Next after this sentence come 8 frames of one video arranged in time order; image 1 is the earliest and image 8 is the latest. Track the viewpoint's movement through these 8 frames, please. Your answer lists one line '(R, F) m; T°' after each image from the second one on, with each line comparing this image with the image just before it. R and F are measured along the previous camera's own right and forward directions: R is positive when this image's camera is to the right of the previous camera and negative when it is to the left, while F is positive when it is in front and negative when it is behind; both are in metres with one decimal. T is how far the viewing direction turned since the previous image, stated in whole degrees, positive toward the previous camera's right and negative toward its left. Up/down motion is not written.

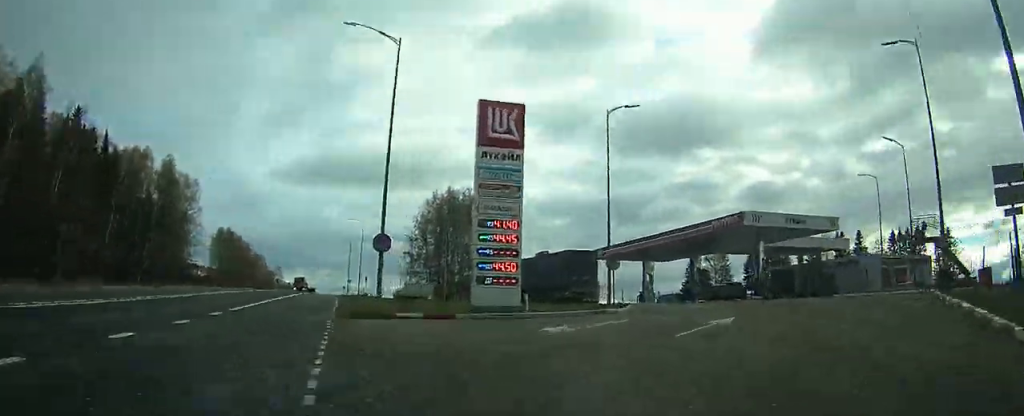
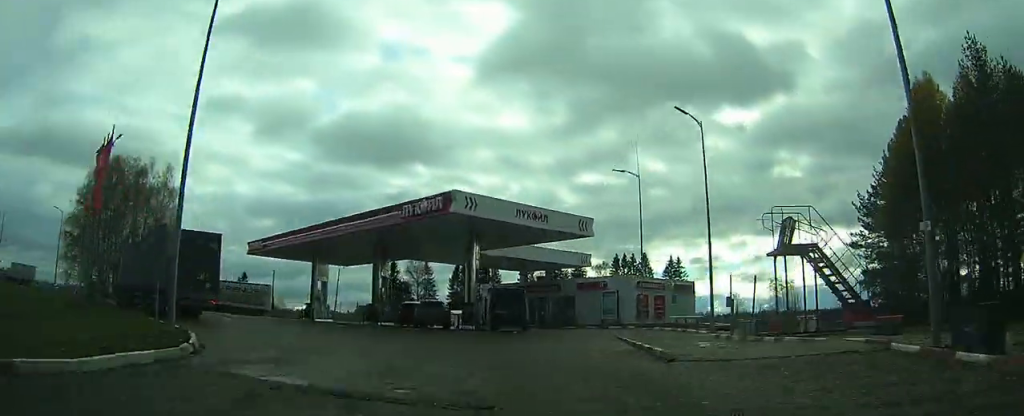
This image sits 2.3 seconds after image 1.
(+3.2, +18.9) m; +23°
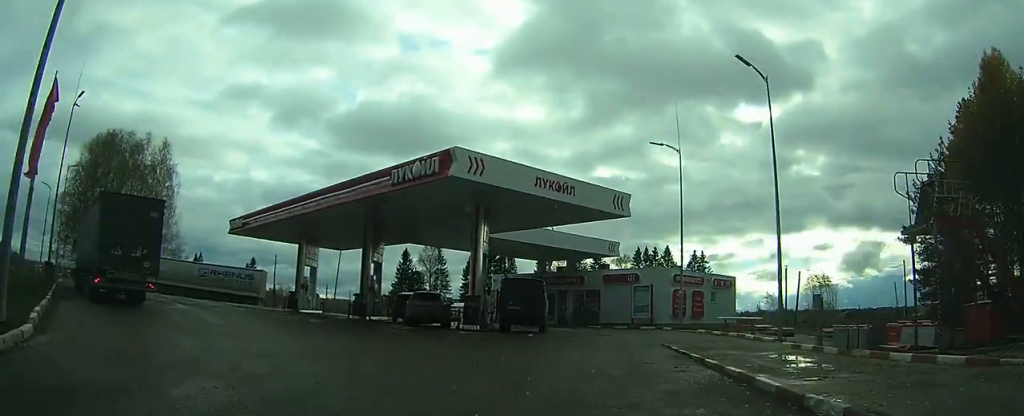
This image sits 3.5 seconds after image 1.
(+1.1, +6.9) m; +9°
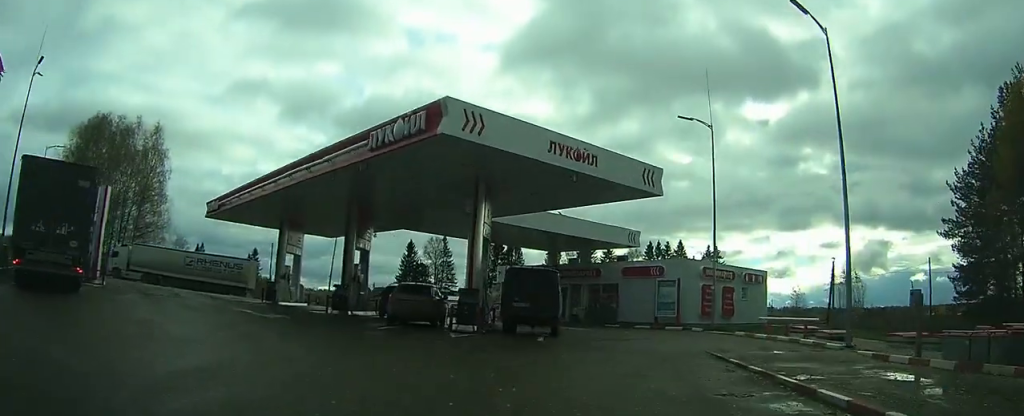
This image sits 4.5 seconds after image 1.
(+0.5, +5.8) m; +7°
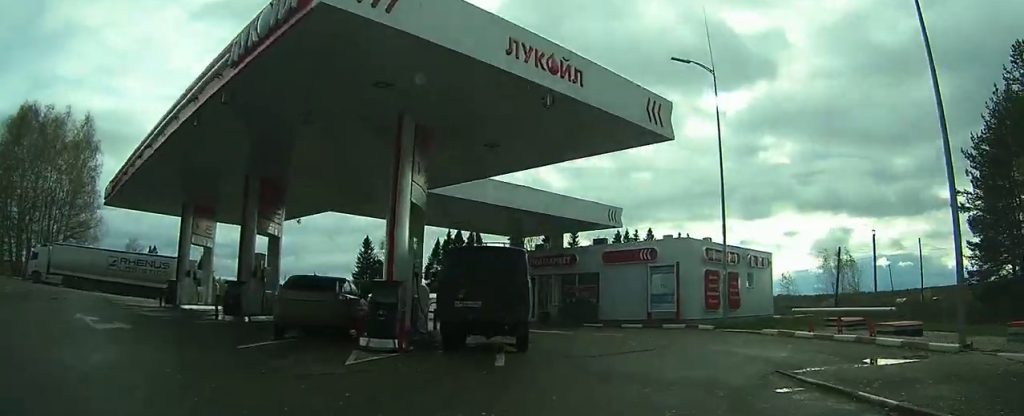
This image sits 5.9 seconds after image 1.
(+0.5, +6.6) m; +8°
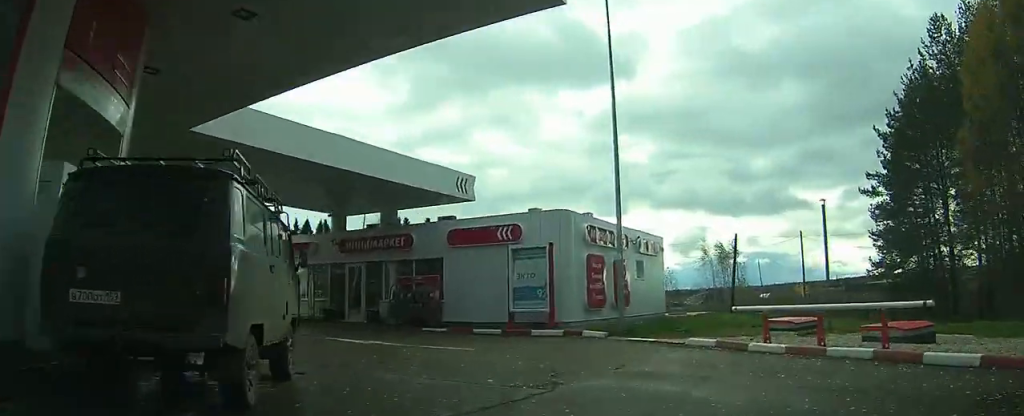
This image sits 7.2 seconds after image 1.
(+0.3, +5.6) m; +6°
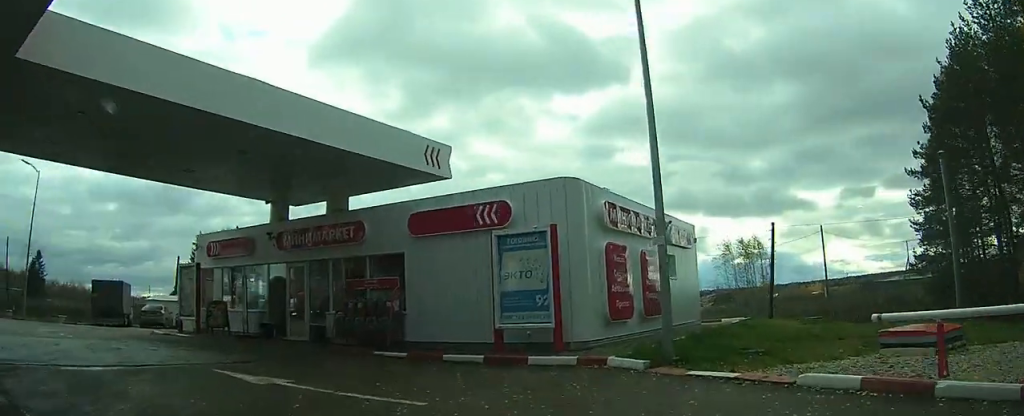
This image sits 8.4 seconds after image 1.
(+0.5, +4.5) m; +4°
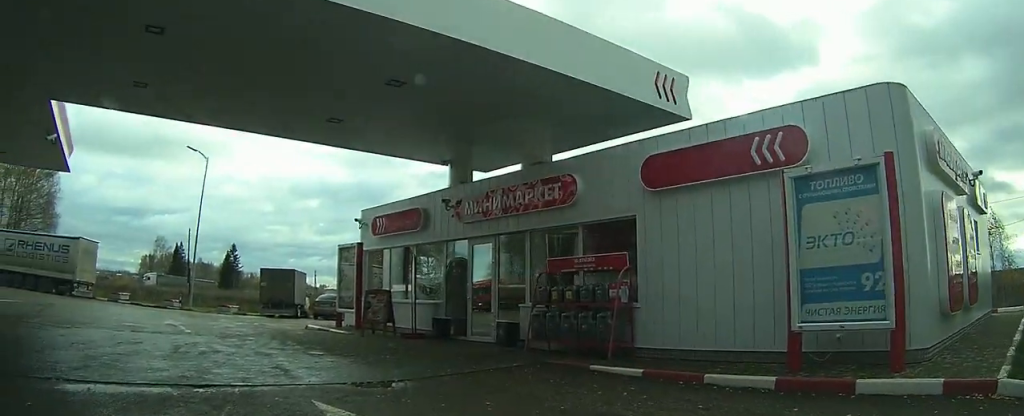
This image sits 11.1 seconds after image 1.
(-0.8, +7.4) m; -22°
